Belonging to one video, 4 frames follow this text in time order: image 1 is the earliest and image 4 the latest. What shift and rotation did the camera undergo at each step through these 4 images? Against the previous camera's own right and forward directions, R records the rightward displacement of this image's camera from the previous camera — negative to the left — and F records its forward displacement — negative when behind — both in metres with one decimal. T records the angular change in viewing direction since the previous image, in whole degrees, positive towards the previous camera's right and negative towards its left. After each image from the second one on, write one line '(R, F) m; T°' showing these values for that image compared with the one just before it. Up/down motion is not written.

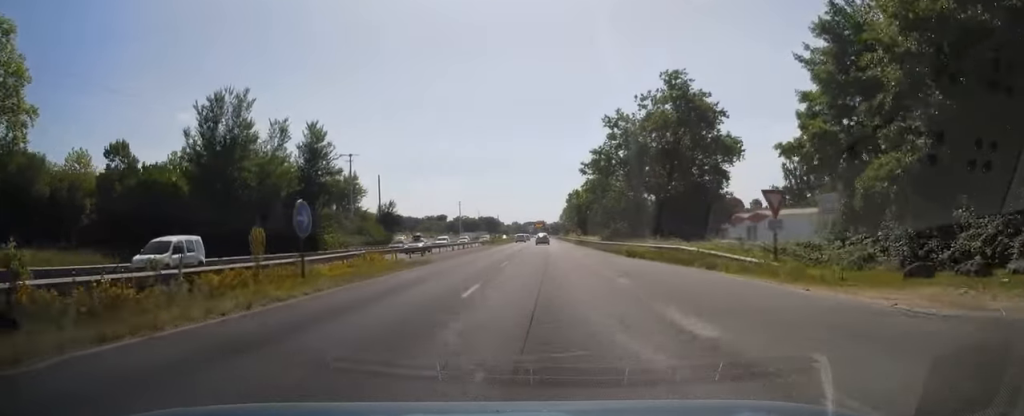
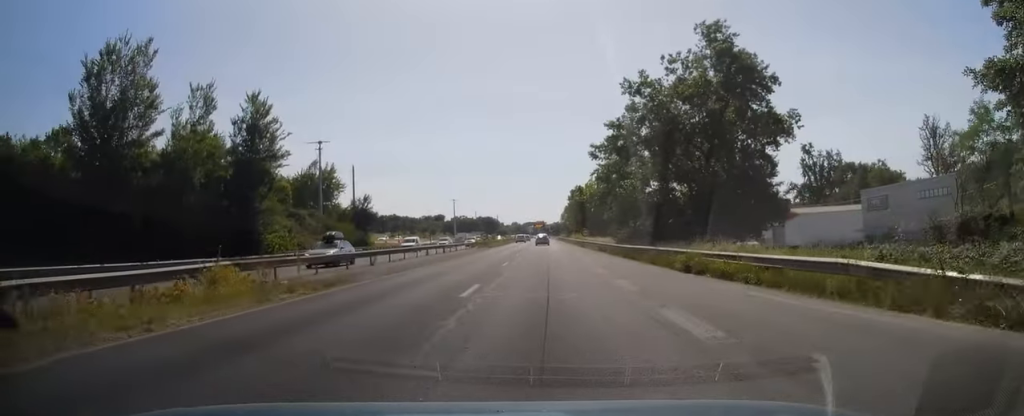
(0.0, +13.6) m; 0°
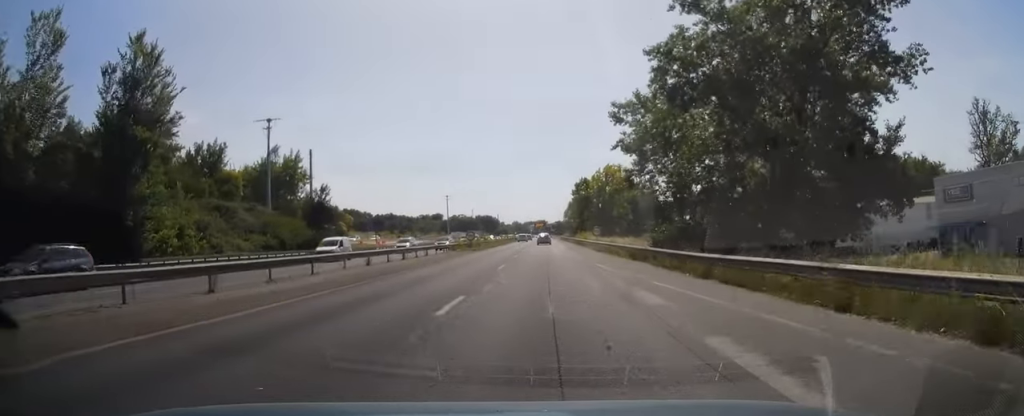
(0.0, +16.4) m; 0°
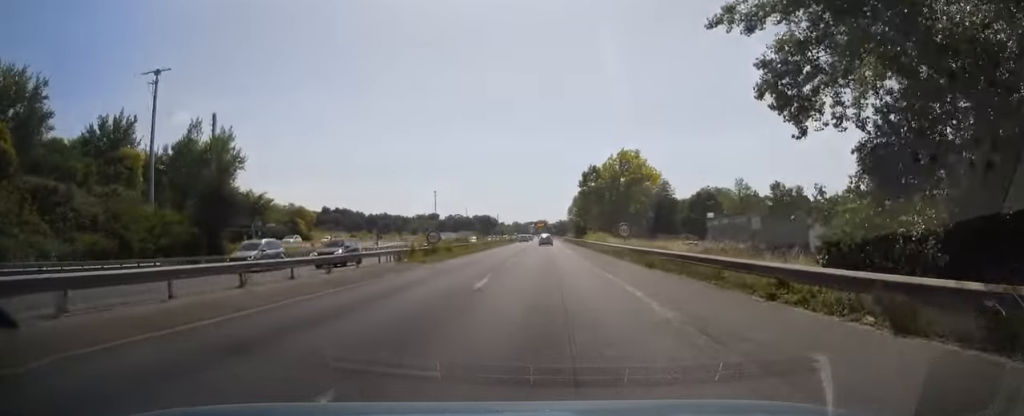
(0.0, +22.0) m; 0°
